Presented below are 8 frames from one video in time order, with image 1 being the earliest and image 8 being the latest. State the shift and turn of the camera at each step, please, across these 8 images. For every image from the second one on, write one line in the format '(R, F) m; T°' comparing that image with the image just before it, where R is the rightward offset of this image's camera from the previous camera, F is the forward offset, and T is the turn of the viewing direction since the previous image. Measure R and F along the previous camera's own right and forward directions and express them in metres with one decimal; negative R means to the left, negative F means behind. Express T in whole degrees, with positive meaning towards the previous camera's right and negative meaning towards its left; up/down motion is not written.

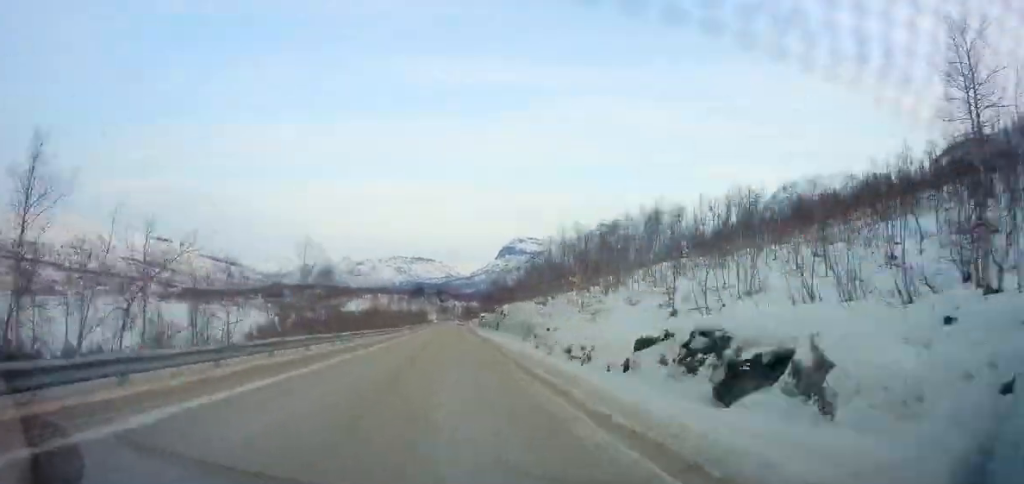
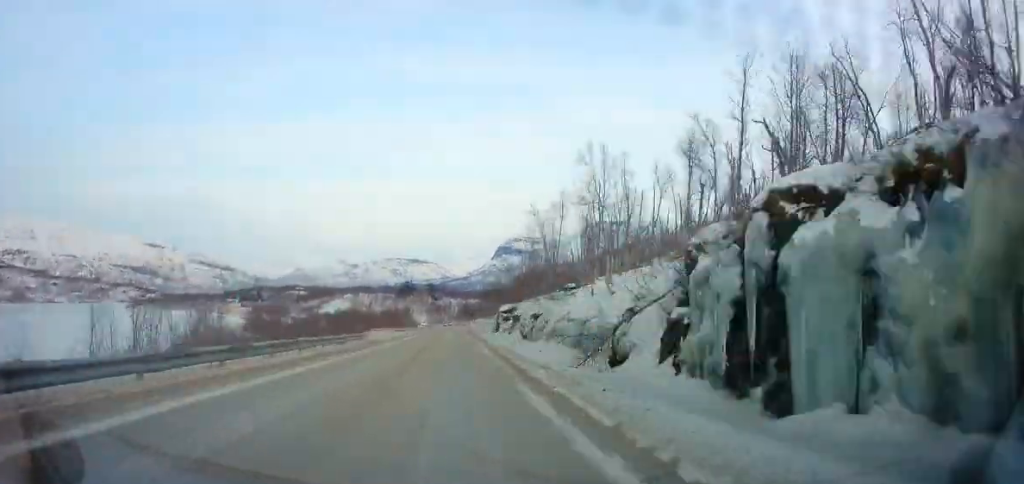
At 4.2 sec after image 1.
(+1.7, +91.4) m; -1°
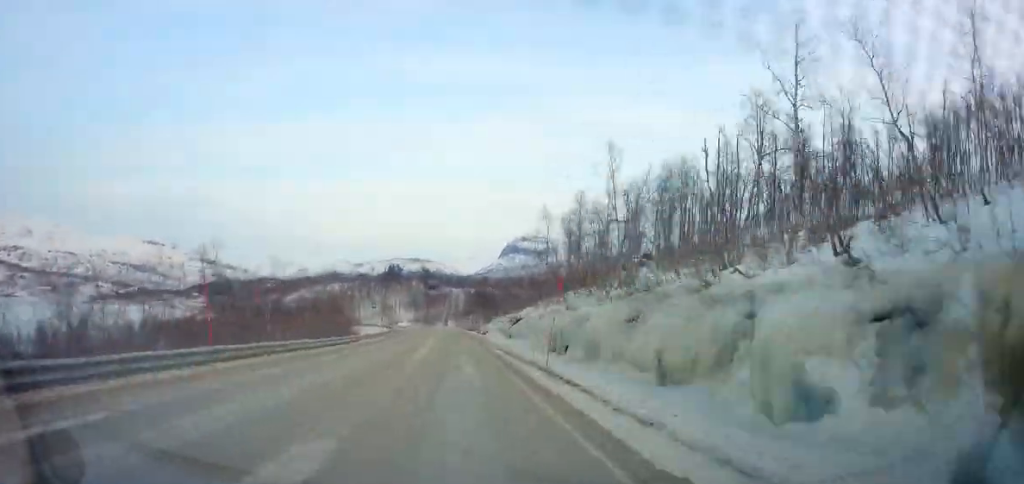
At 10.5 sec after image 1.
(-4.1, +137.2) m; -10°
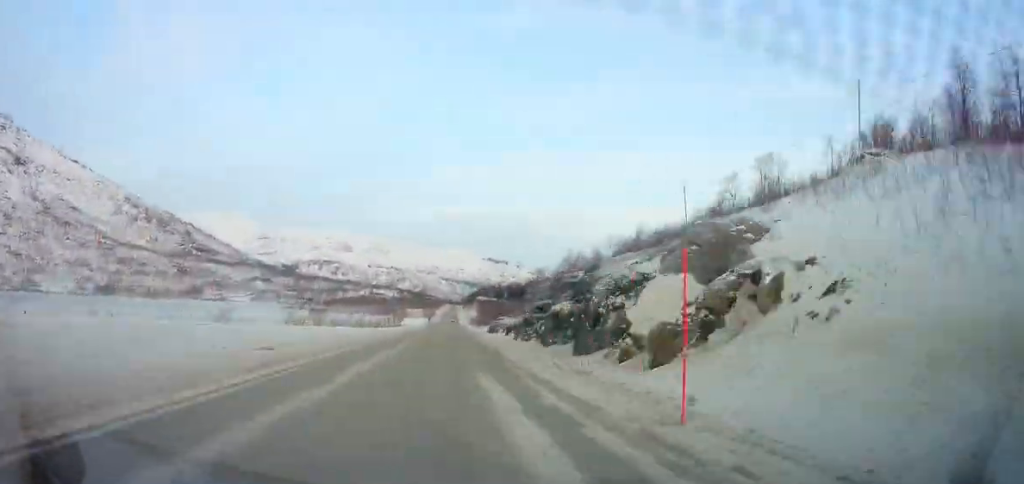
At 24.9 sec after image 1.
(-68.7, +304.4) m; -19°
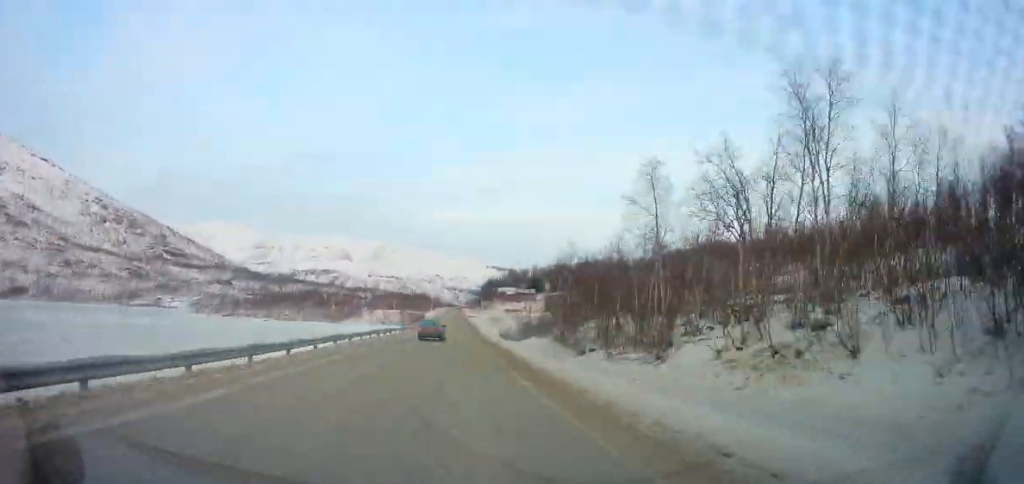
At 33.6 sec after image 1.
(-7.4, +191.0) m; -2°
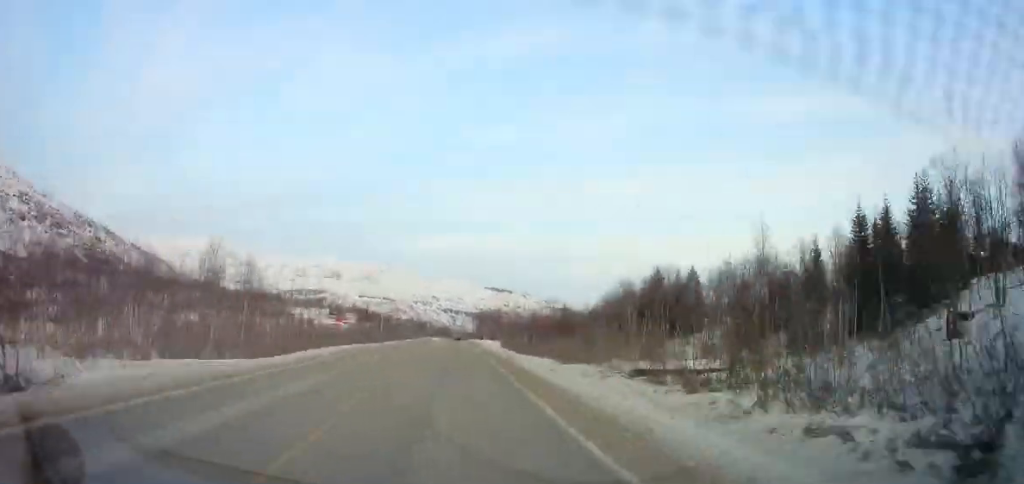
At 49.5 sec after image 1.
(+0.7, +351.5) m; 0°
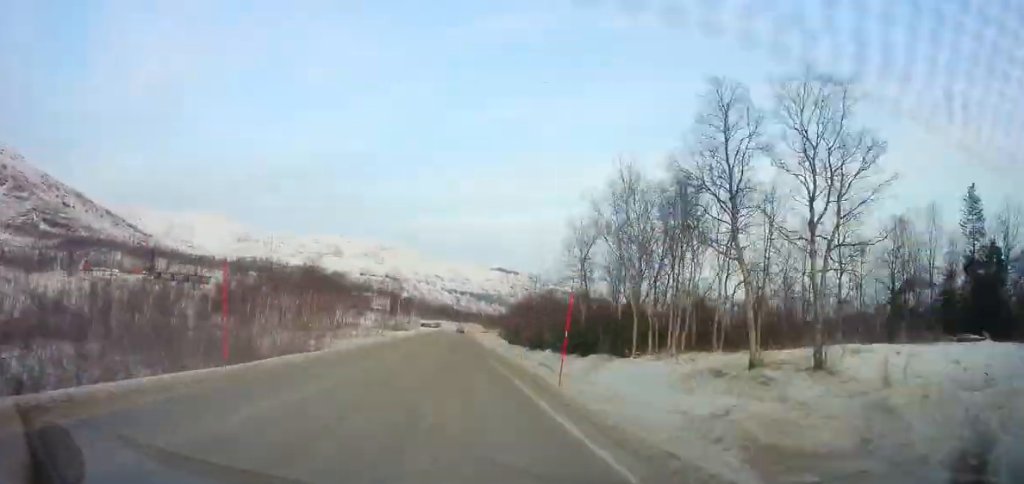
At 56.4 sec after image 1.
(-1.0, +154.4) m; +3°
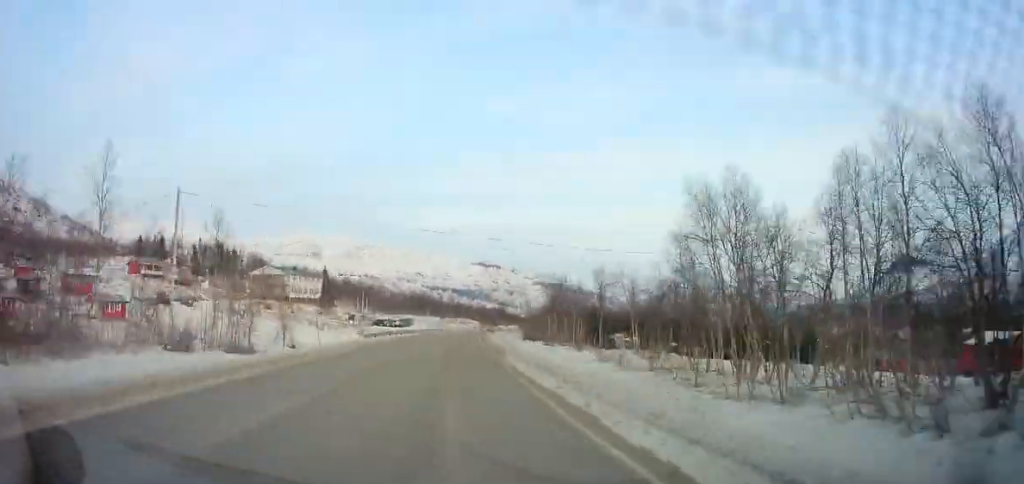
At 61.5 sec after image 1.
(+4.3, +114.0) m; +3°
